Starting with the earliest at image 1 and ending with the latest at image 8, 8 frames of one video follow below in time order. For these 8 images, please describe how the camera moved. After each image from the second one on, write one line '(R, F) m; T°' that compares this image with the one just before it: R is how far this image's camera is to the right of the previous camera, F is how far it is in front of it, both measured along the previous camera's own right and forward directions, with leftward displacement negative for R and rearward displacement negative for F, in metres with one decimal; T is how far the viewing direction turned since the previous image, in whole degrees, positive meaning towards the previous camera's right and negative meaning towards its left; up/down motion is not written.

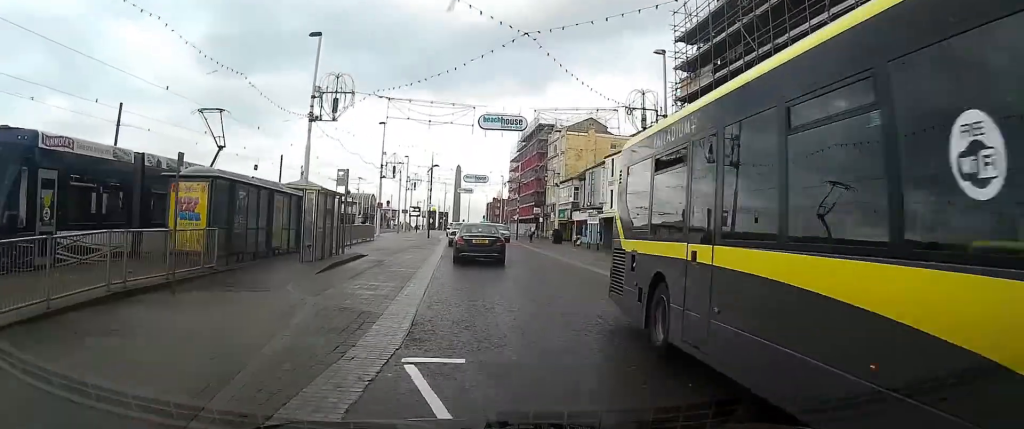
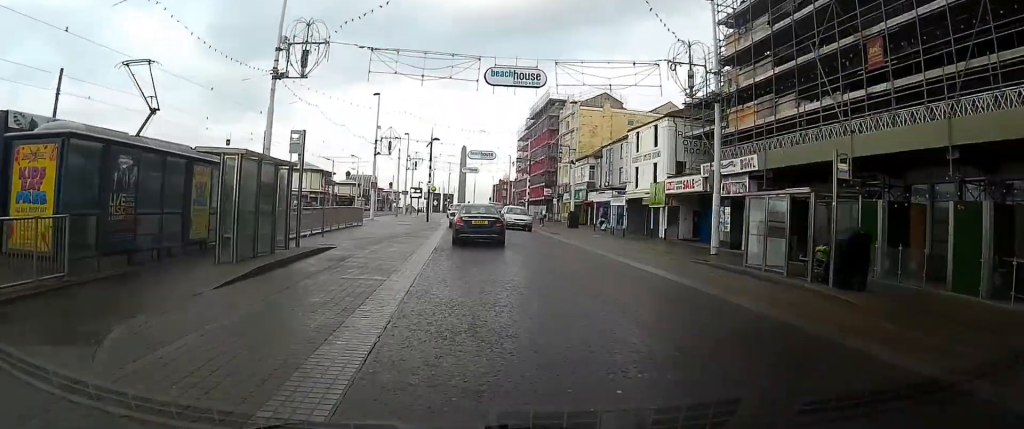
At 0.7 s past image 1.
(-0.1, +6.9) m; -2°
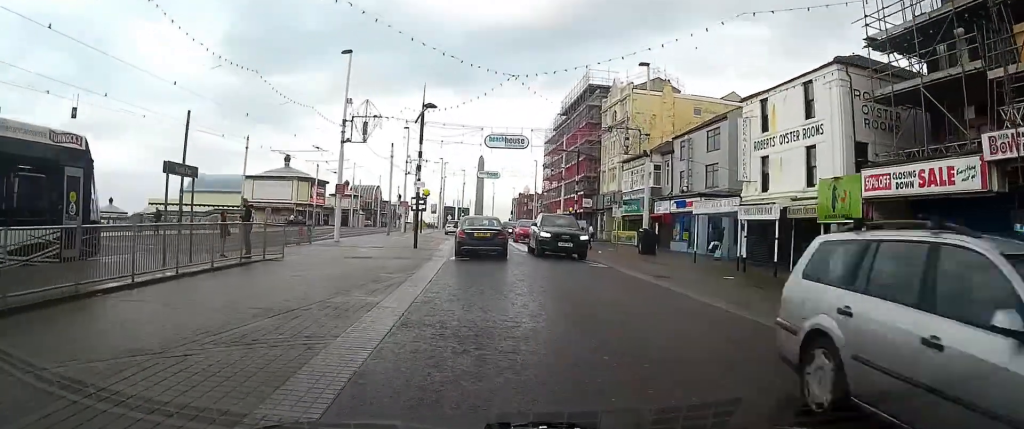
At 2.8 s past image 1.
(-0.3, +20.0) m; -1°
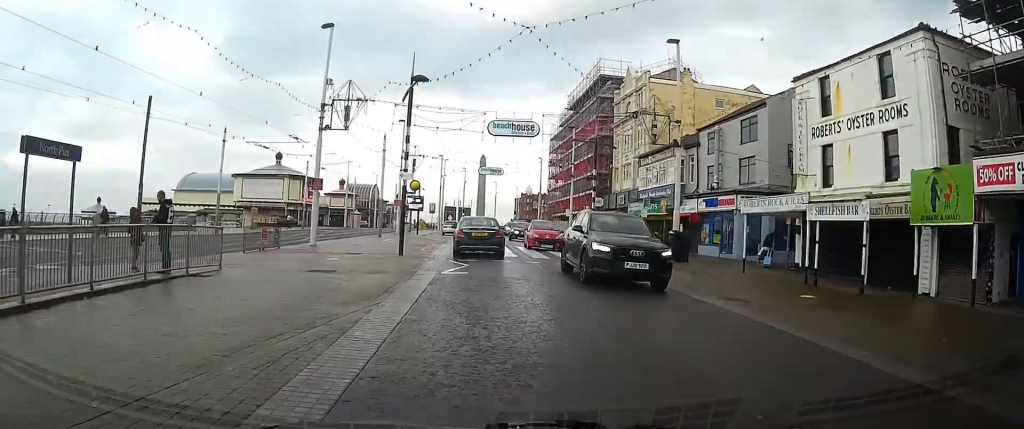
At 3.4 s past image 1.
(-0.1, +5.6) m; -1°
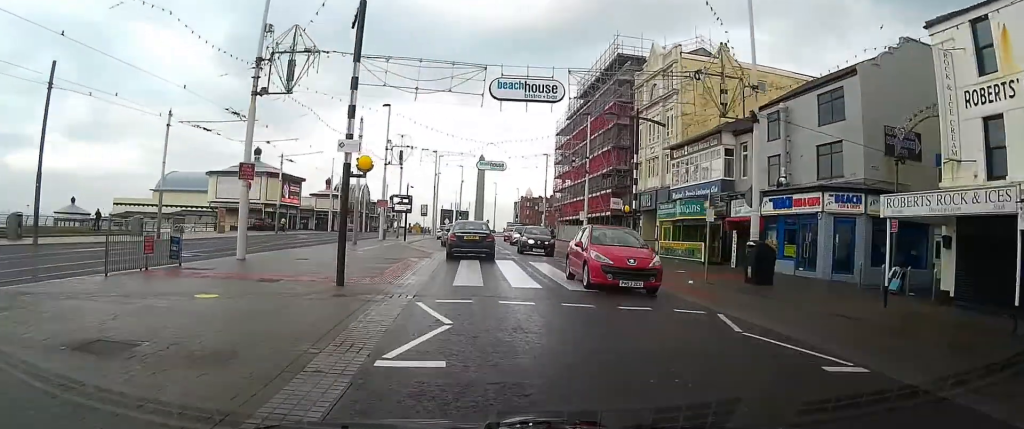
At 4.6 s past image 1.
(-0.1, +9.6) m; -1°
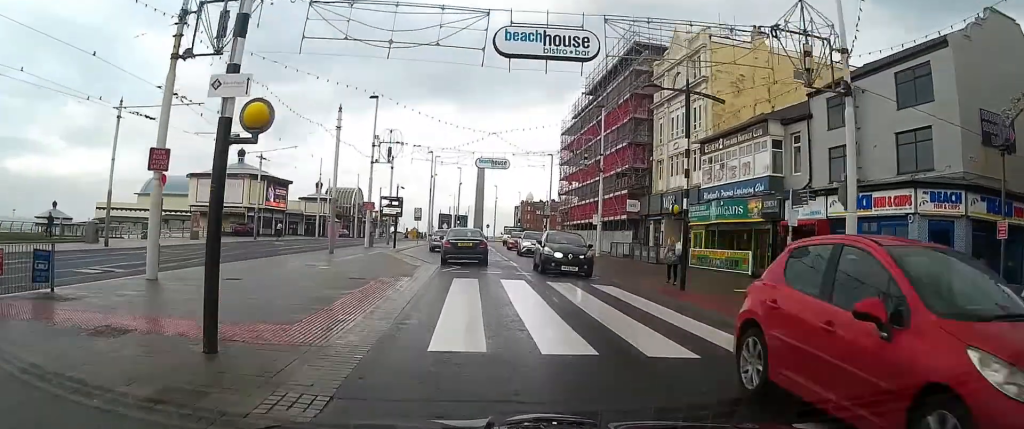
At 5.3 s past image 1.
(-0.1, +6.4) m; -1°
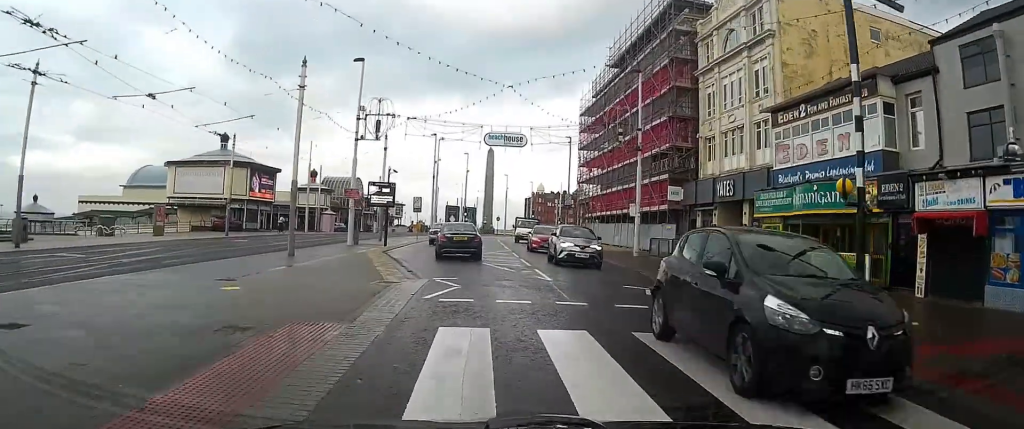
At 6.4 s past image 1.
(-0.1, +8.8) m; -1°
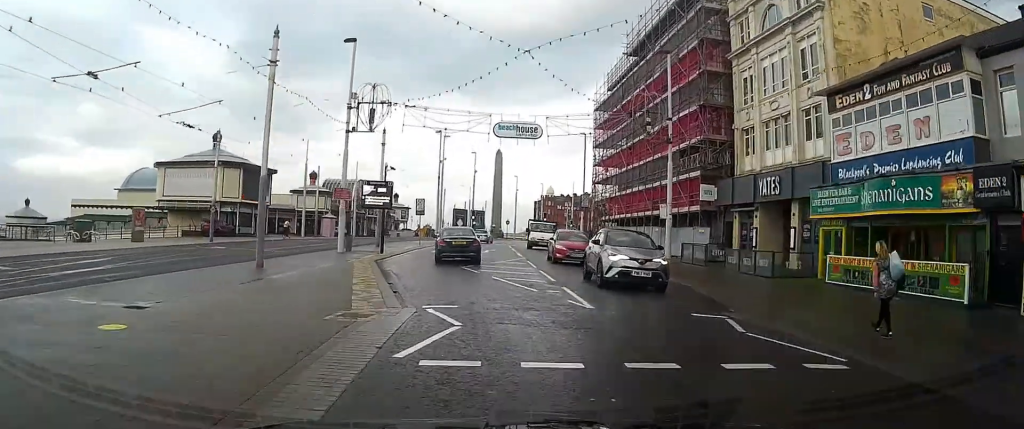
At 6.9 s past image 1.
(0.0, +4.6) m; 0°
